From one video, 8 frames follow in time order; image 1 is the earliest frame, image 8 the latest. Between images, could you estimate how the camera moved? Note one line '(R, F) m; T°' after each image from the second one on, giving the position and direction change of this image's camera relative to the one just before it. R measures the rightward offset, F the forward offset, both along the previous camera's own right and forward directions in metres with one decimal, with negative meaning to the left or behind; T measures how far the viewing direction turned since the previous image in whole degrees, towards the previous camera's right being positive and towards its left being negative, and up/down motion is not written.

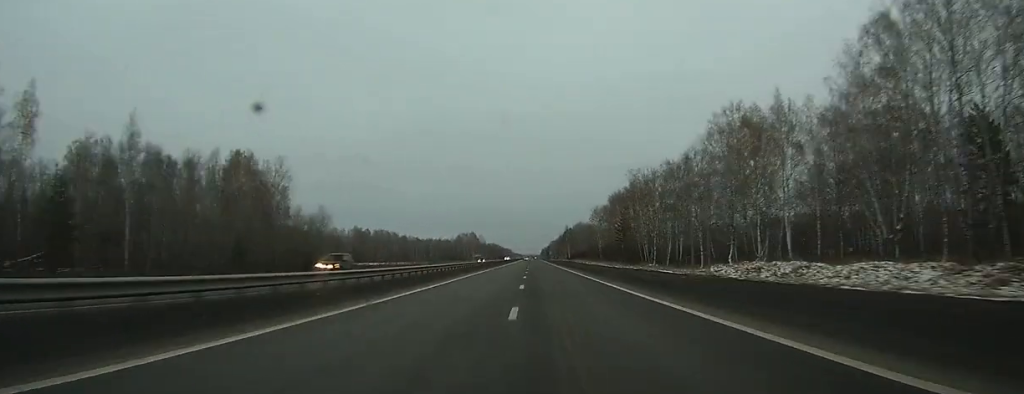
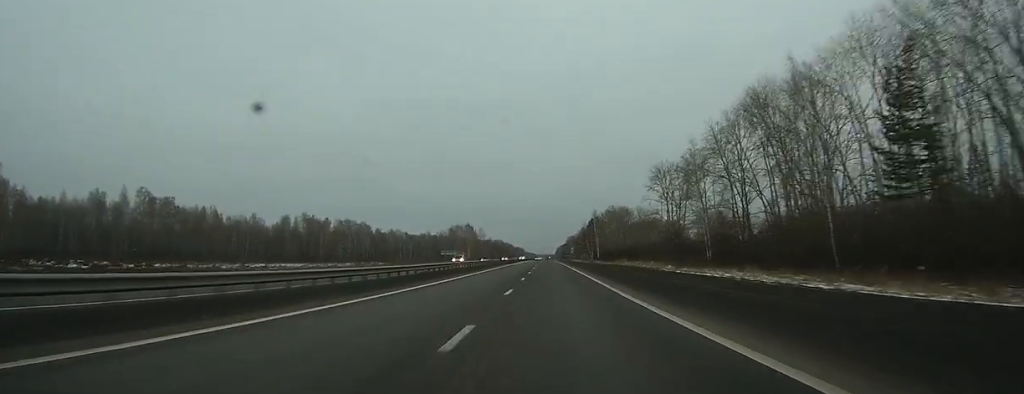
(+0.1, +111.9) m; 0°
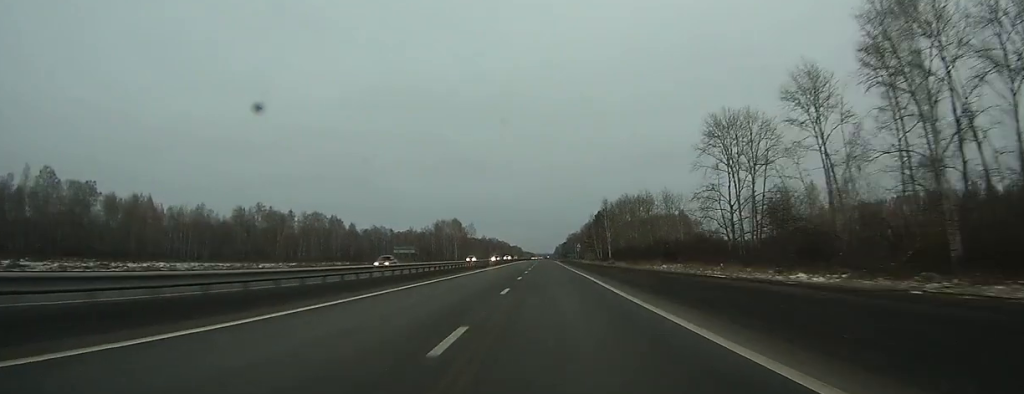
(-0.1, +48.3) m; 0°
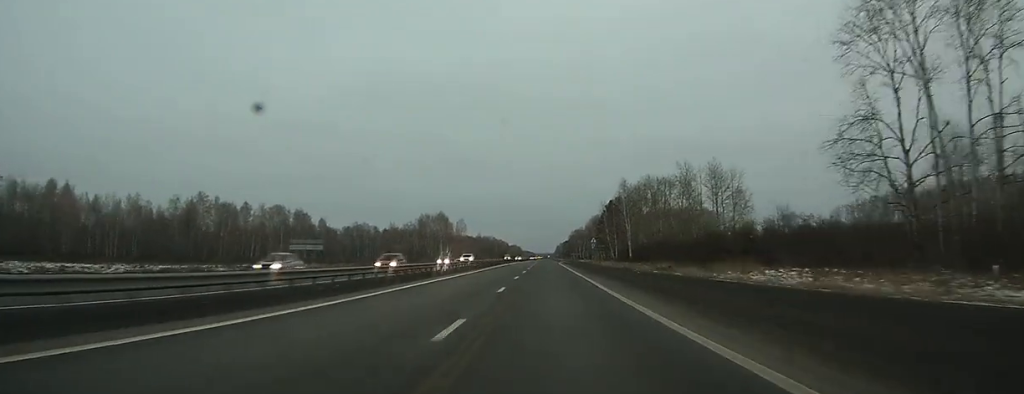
(-0.2, +46.4) m; 0°
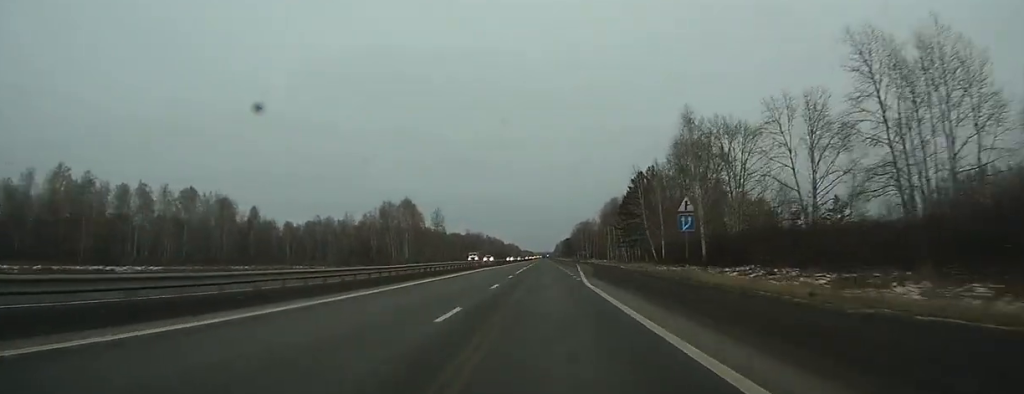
(-0.2, +69.6) m; 0°
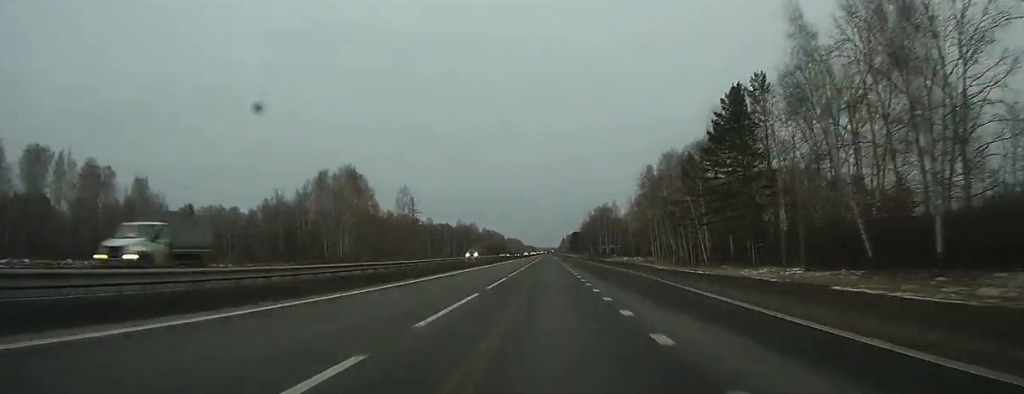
(0.0, +71.5) m; 0°
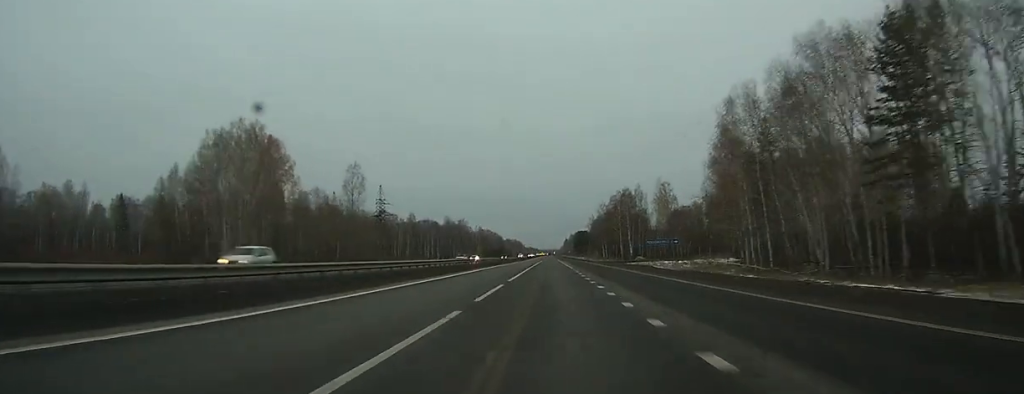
(-0.3, +54.1) m; 0°
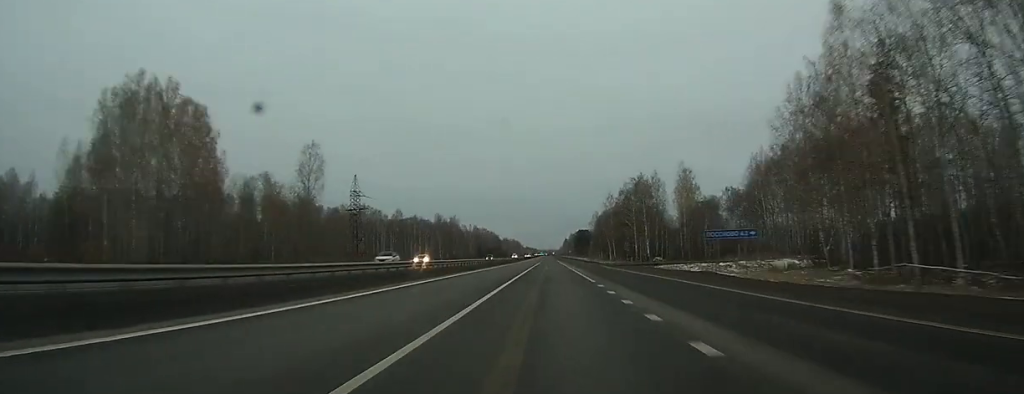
(-0.1, +27.1) m; 0°
